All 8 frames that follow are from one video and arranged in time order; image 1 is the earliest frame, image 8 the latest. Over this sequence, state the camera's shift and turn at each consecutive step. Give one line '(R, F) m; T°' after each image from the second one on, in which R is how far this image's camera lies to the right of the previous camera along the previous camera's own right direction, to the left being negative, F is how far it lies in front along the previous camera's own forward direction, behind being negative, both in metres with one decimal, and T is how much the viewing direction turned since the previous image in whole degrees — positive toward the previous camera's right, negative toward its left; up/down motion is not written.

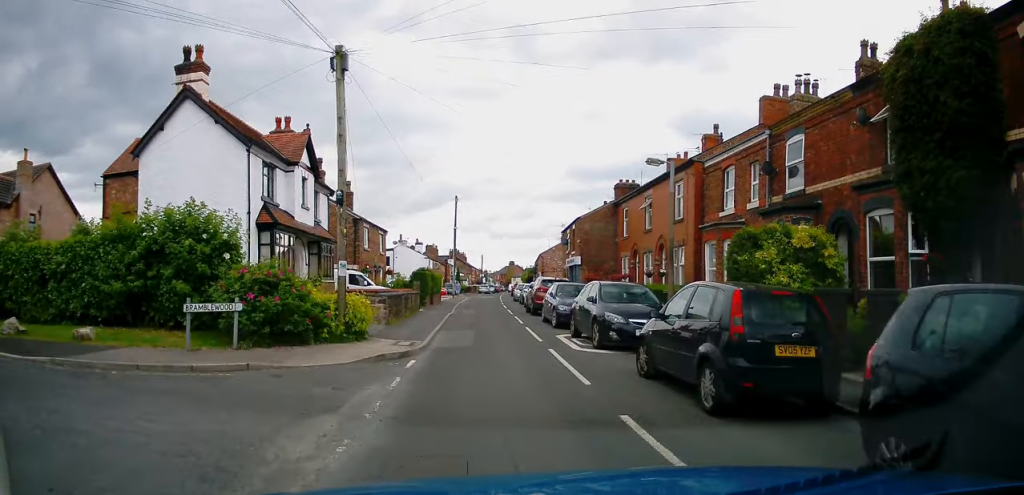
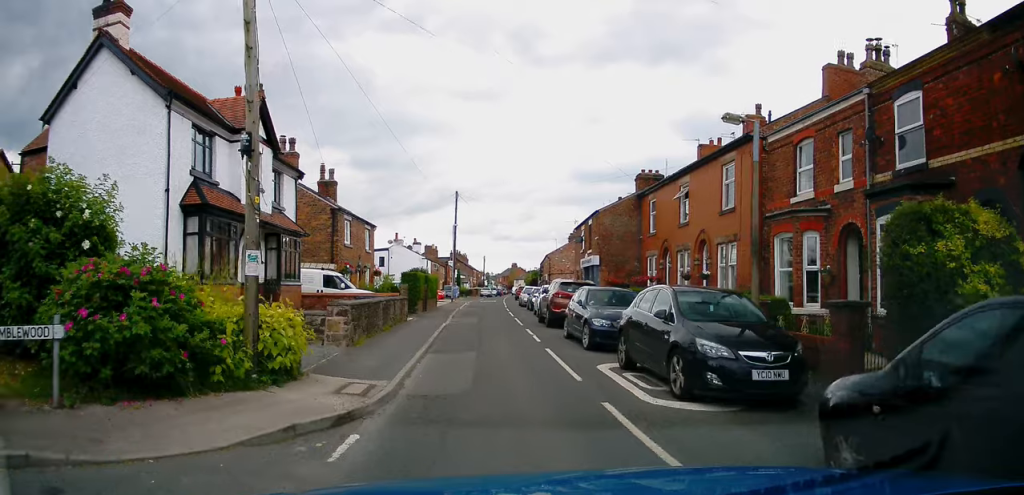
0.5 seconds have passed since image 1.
(0.0, +5.3) m; 0°
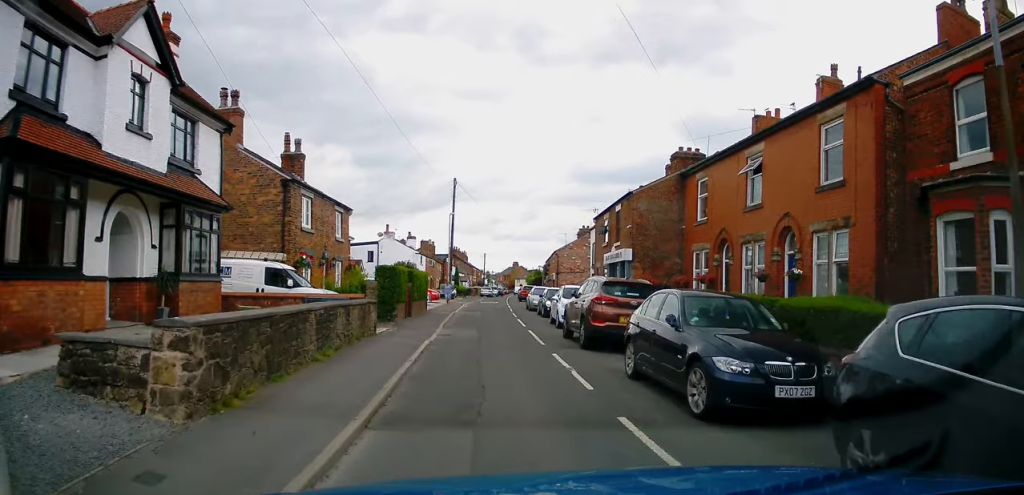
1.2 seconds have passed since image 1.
(0.0, +6.6) m; 0°
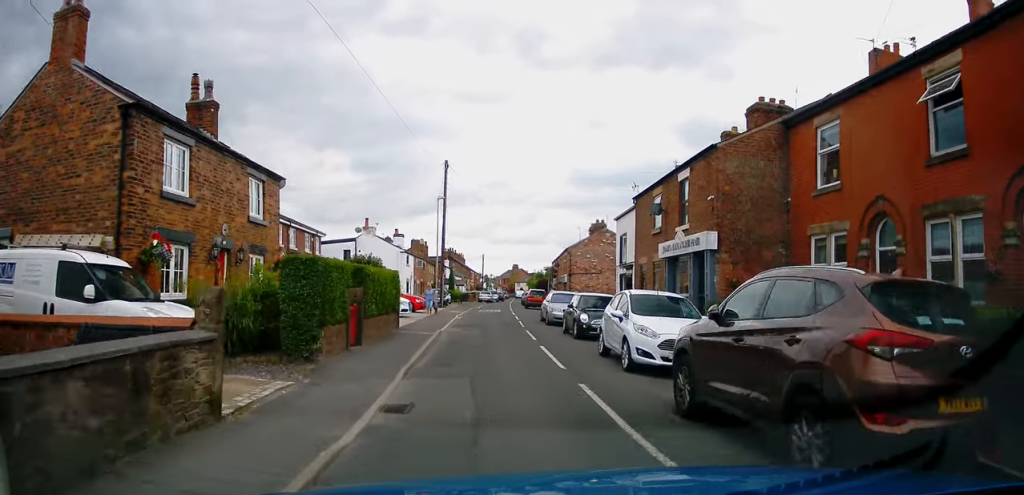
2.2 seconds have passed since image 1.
(0.0, +9.4) m; 0°
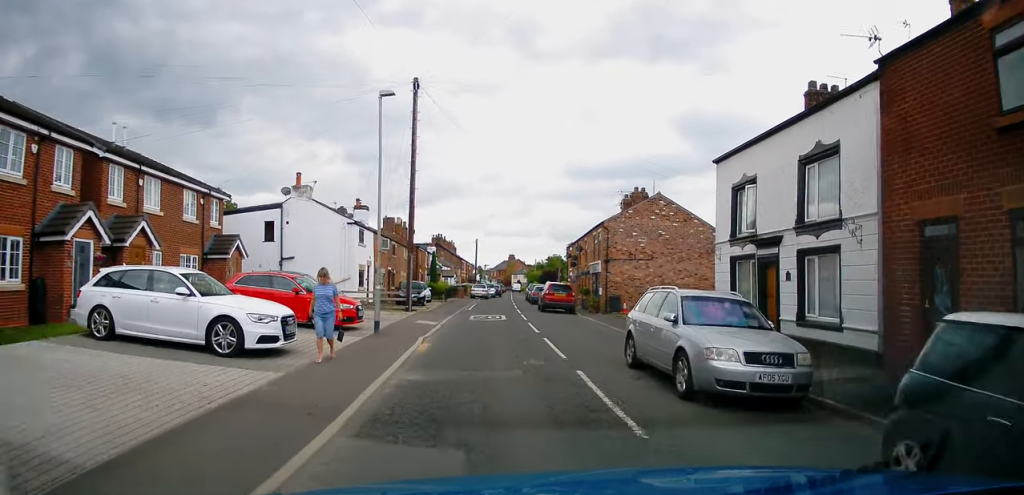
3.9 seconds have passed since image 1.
(+0.1, +16.7) m; 0°
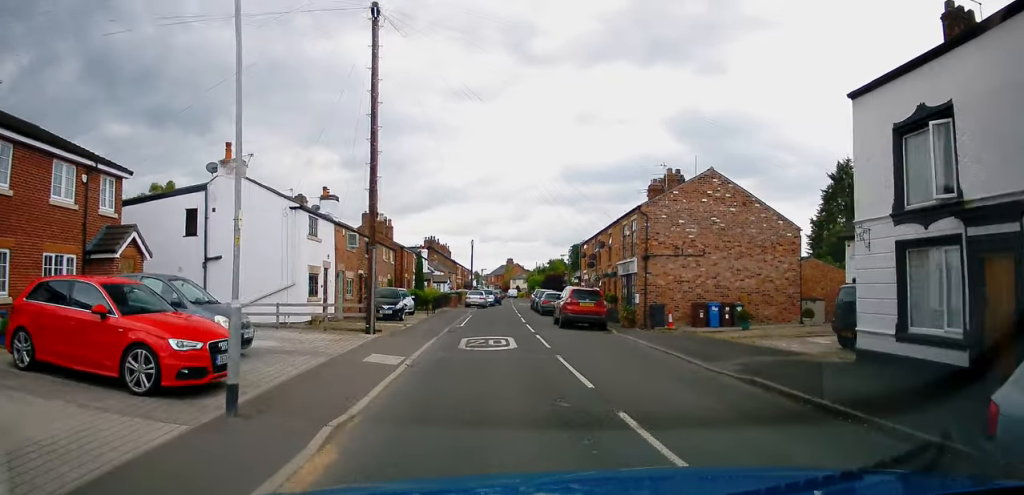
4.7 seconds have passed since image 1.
(0.0, +8.9) m; 0°
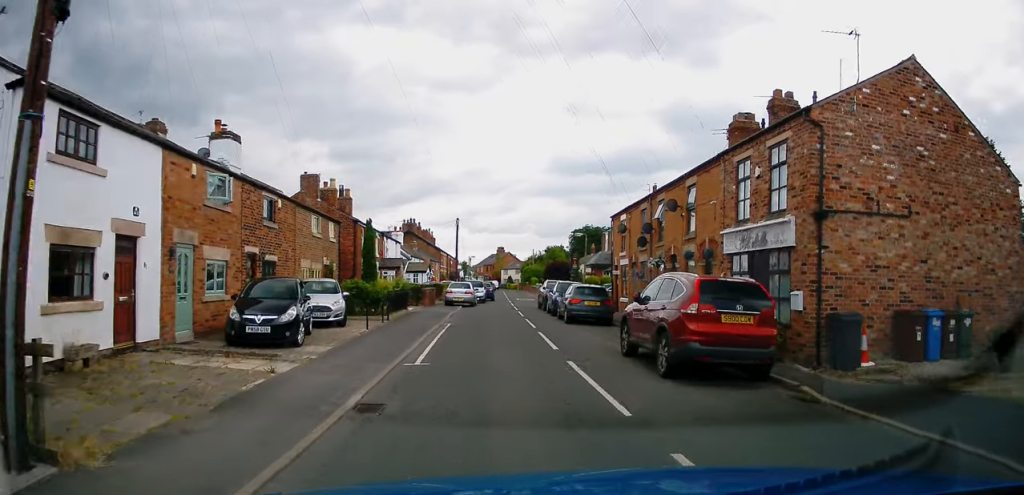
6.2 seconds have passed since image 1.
(0.0, +14.5) m; +1°
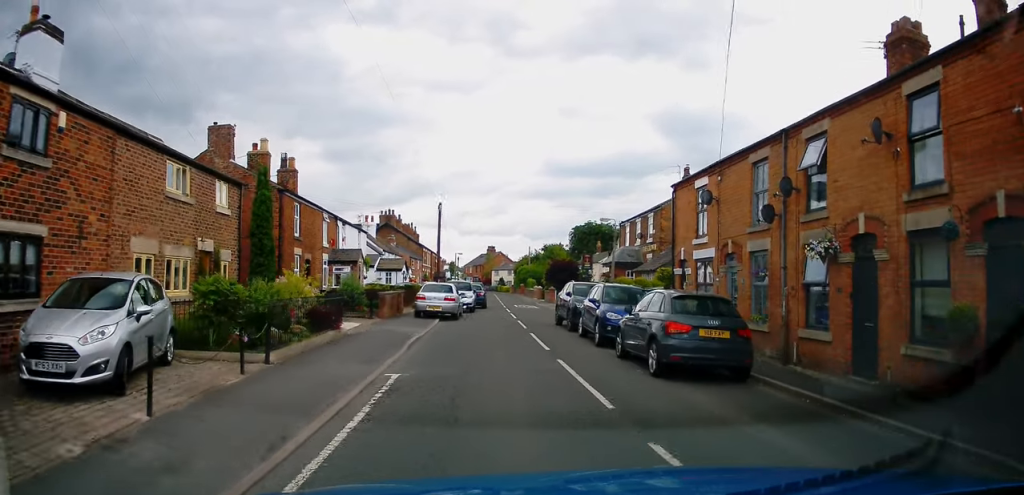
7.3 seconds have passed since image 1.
(+0.2, +11.5) m; +2°
